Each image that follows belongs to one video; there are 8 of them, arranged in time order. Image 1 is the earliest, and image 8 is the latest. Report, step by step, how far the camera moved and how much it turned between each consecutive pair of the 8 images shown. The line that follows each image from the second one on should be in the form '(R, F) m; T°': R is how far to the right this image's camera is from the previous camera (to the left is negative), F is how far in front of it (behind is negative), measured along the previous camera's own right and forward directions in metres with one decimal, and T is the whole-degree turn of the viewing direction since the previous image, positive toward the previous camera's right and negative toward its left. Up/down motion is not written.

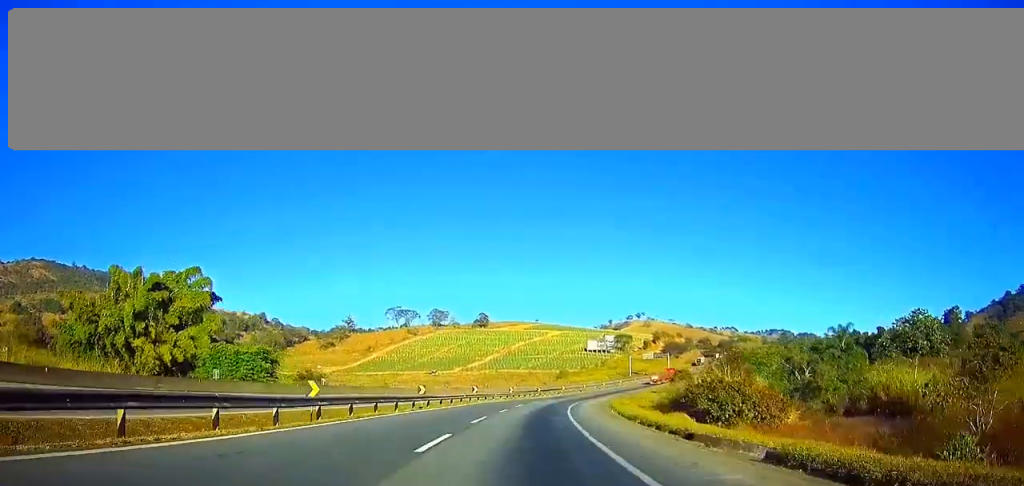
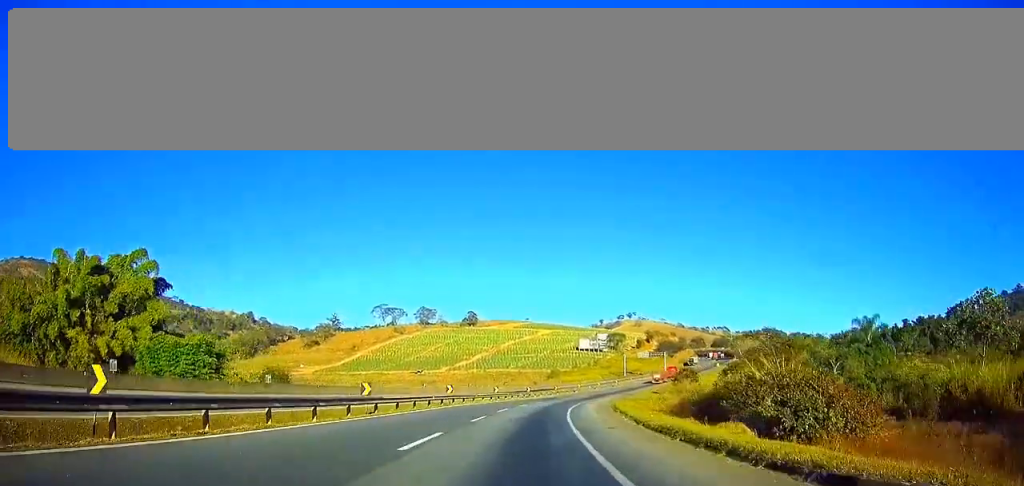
(0.0, +11.7) m; +1°
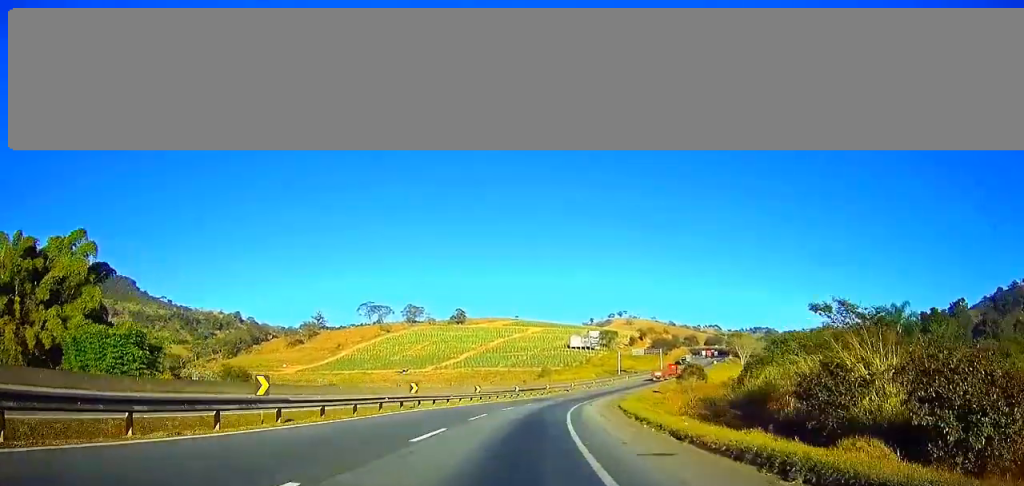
(+0.1, +11.0) m; +1°
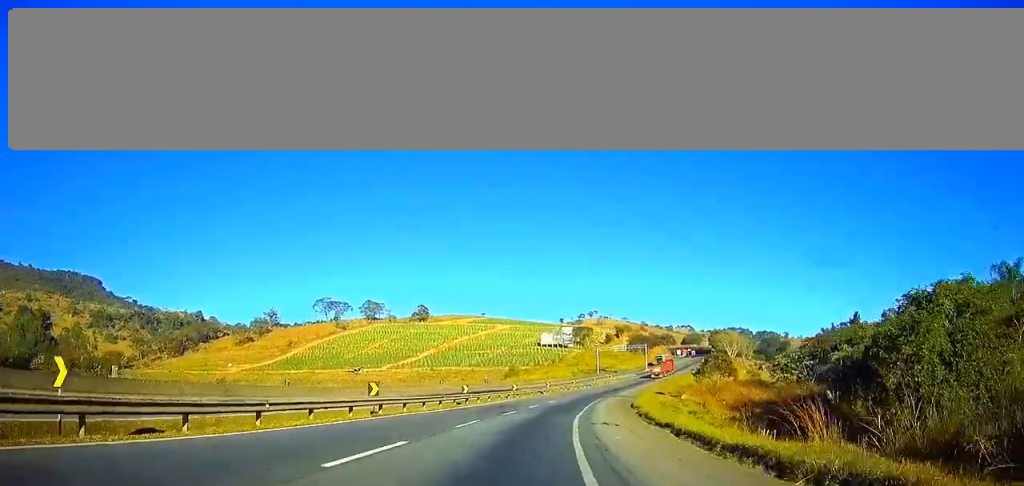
(+0.8, +29.1) m; +3°
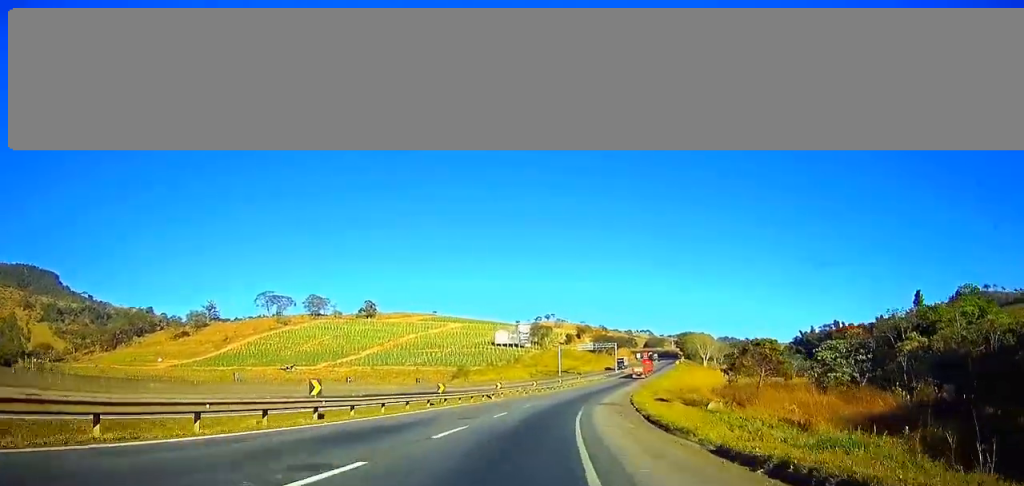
(+0.7, +27.0) m; +3°
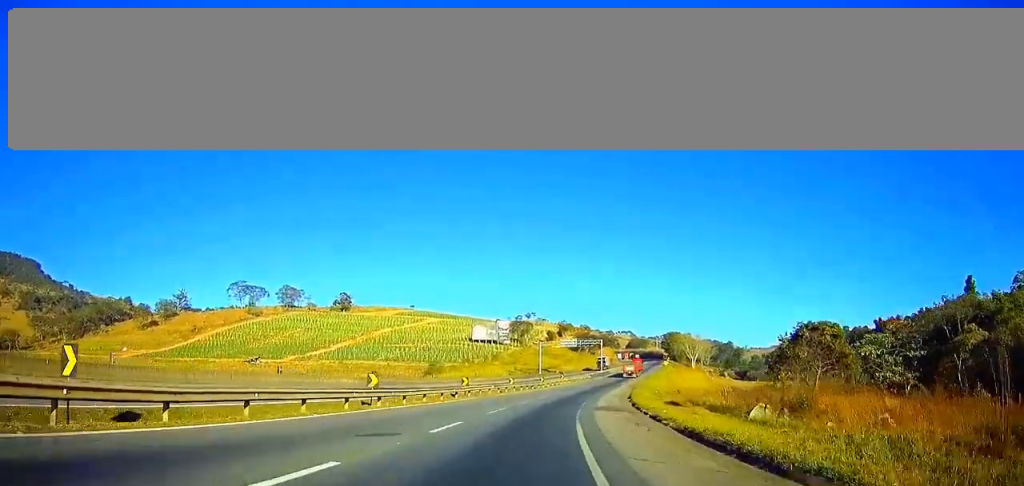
(-0.1, +13.2) m; +1°
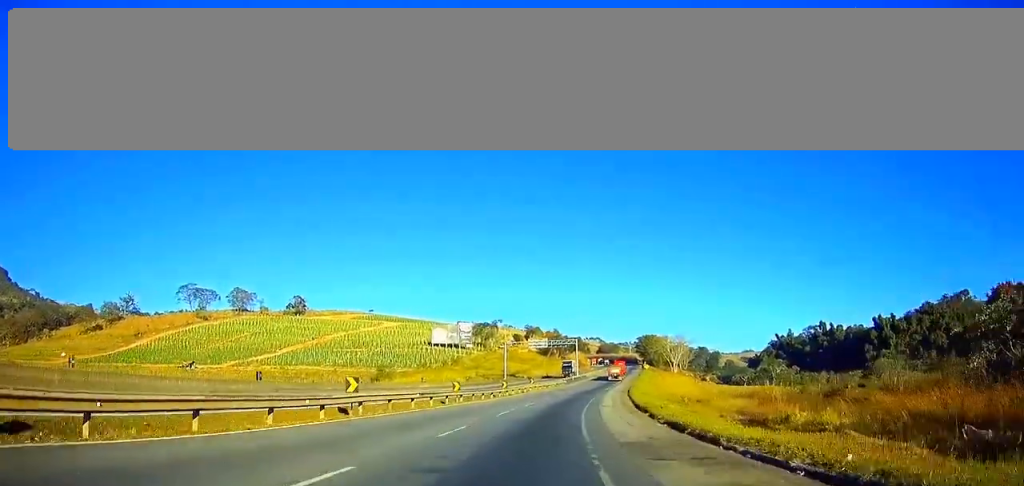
(+0.8, +23.0) m; +4°
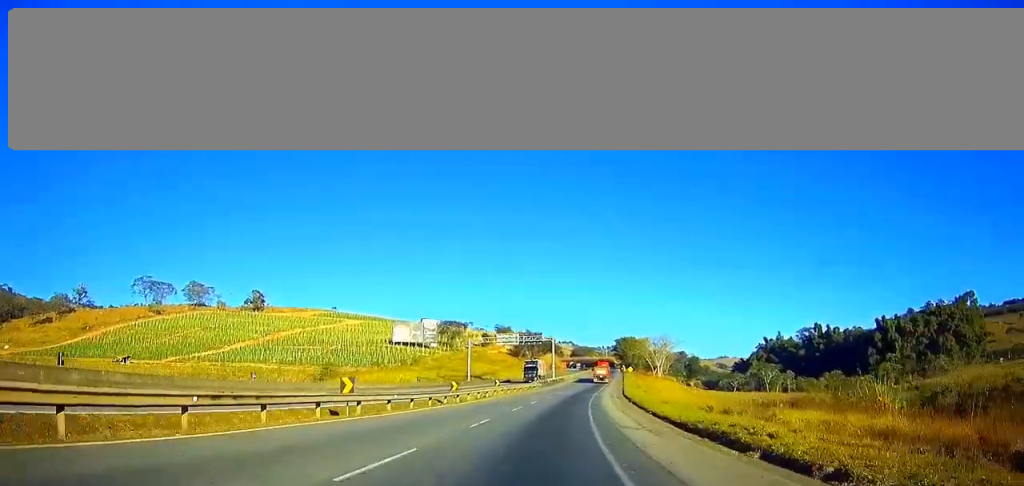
(+0.8, +20.7) m; +2°
